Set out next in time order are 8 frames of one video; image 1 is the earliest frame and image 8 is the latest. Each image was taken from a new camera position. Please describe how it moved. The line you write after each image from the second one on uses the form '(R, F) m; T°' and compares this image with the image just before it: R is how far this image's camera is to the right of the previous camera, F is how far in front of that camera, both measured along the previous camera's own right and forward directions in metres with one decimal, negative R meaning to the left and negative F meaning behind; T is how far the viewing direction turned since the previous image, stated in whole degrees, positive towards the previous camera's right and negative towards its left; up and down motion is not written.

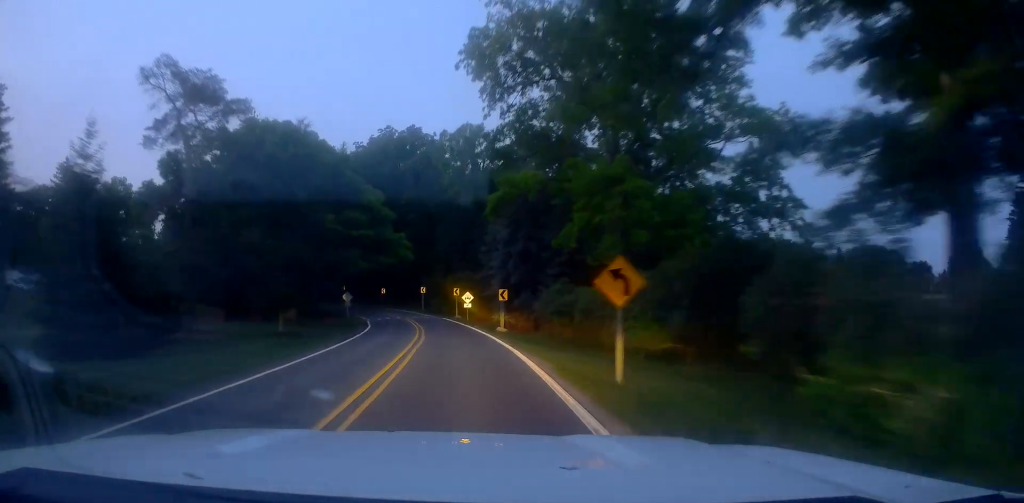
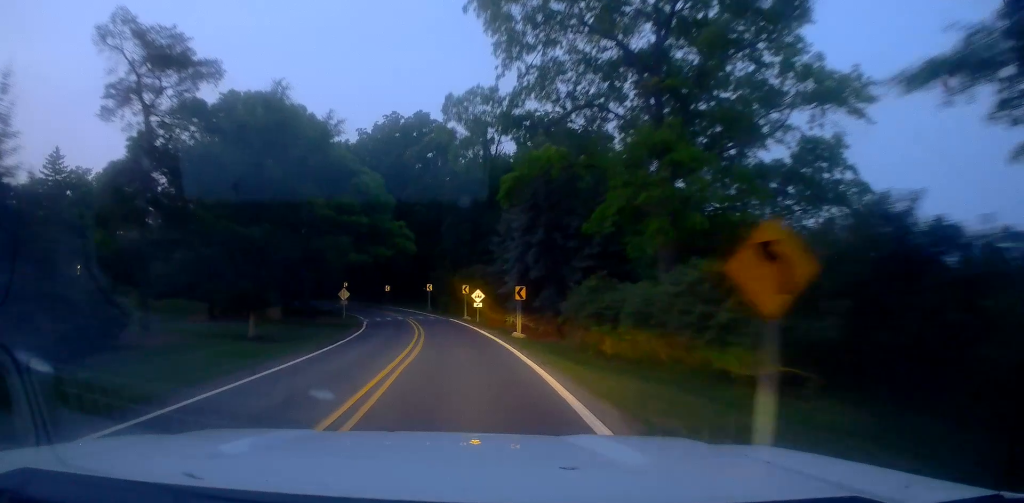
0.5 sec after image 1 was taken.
(+0.2, +6.0) m; 0°
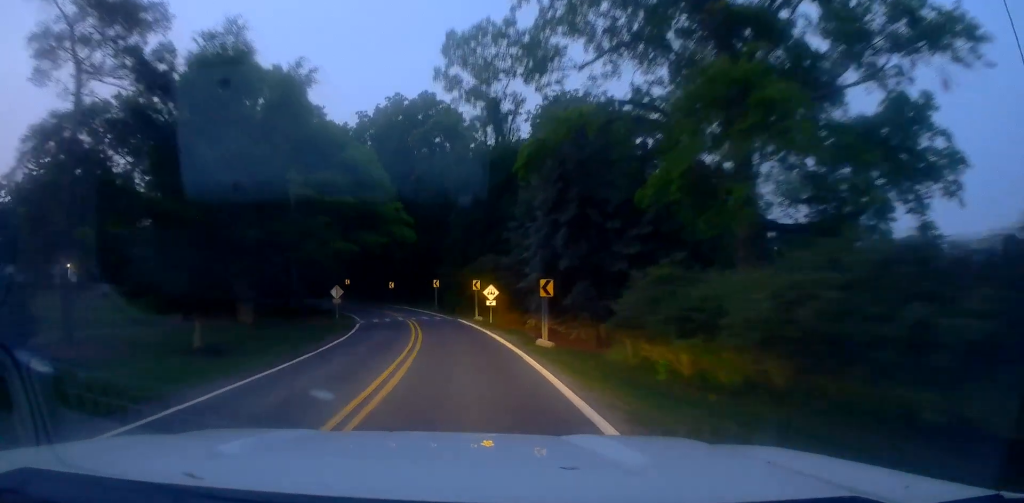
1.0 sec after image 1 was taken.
(-0.3, +6.8) m; -2°
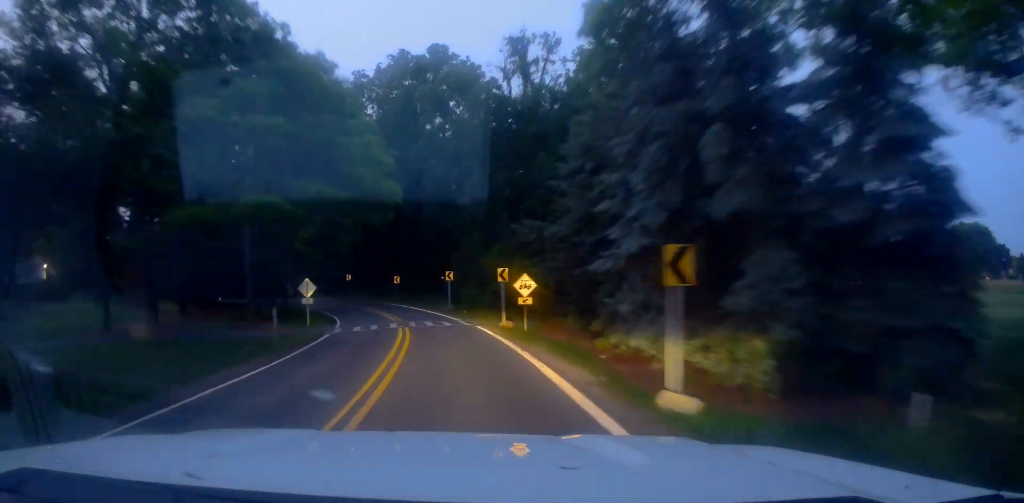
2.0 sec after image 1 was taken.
(-0.5, +13.2) m; -4°
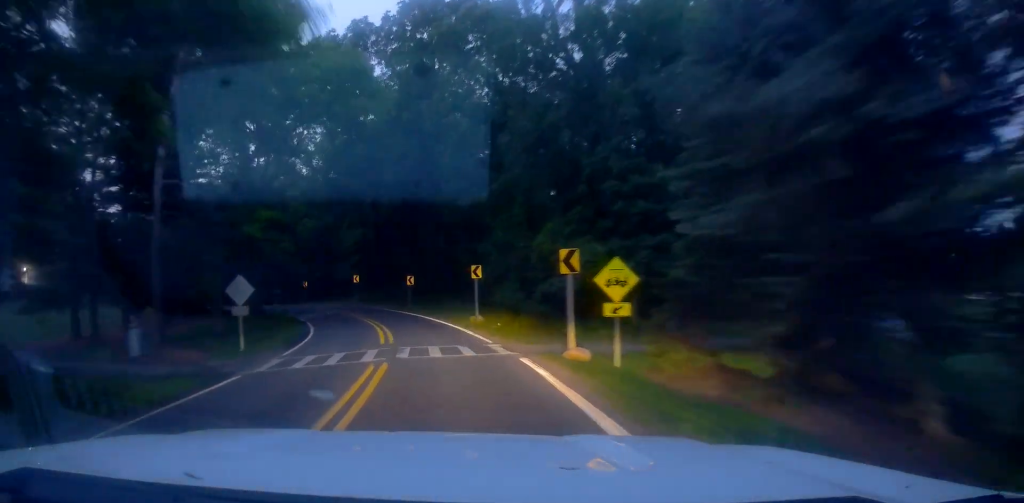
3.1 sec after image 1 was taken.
(-0.5, +13.0) m; -3°
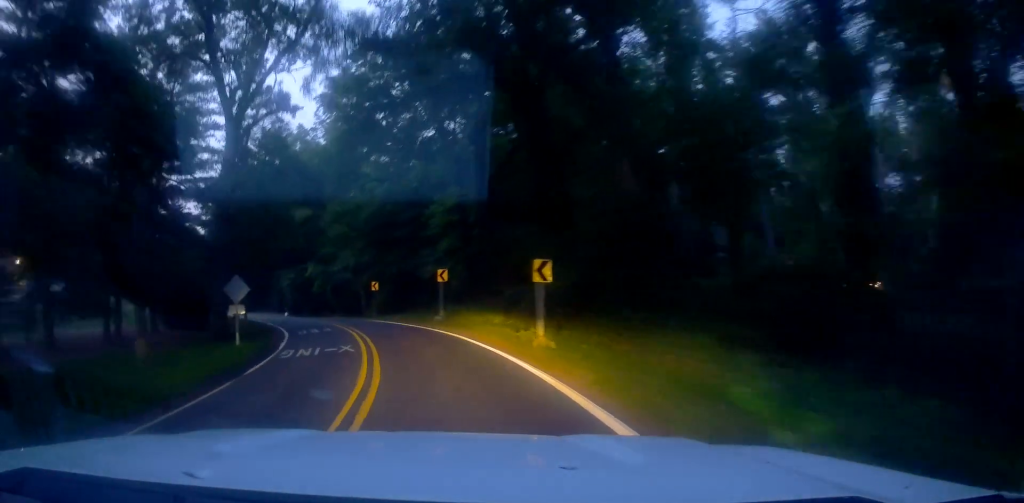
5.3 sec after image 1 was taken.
(-0.3, +27.5) m; -6°
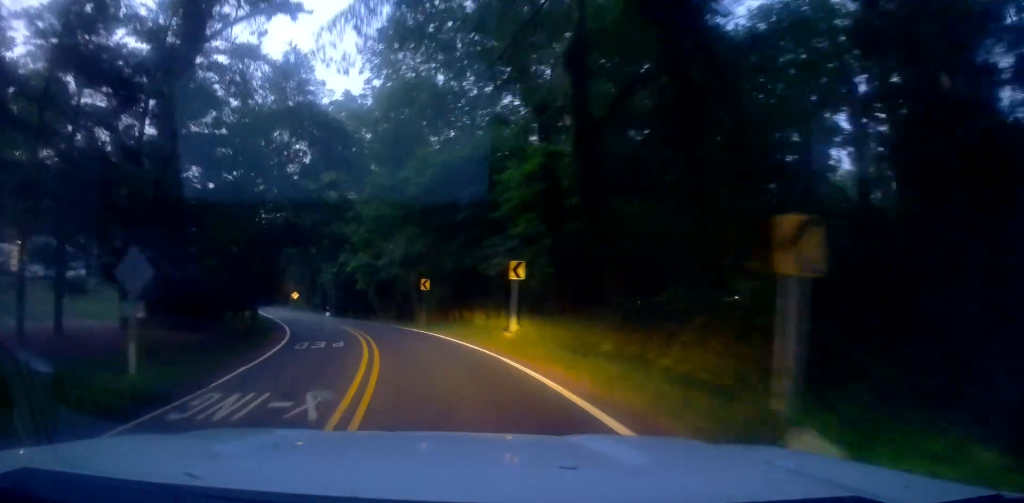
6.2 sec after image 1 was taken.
(-0.8, +11.0) m; -7°
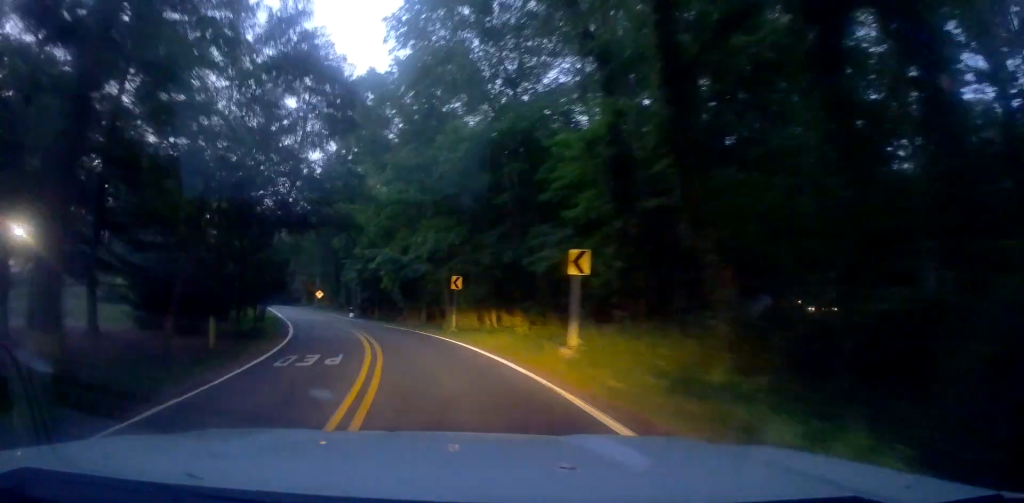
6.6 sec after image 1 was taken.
(-0.2, +5.6) m; -3°
